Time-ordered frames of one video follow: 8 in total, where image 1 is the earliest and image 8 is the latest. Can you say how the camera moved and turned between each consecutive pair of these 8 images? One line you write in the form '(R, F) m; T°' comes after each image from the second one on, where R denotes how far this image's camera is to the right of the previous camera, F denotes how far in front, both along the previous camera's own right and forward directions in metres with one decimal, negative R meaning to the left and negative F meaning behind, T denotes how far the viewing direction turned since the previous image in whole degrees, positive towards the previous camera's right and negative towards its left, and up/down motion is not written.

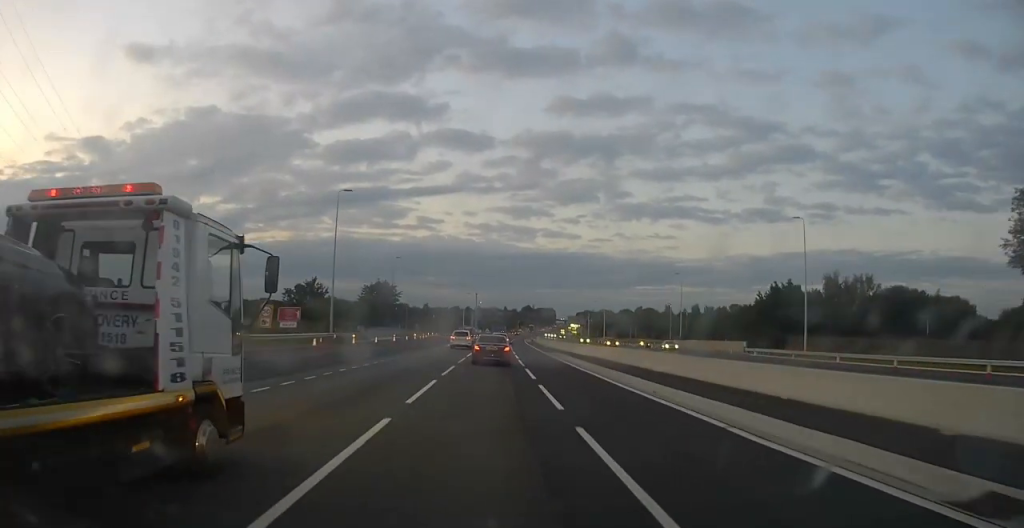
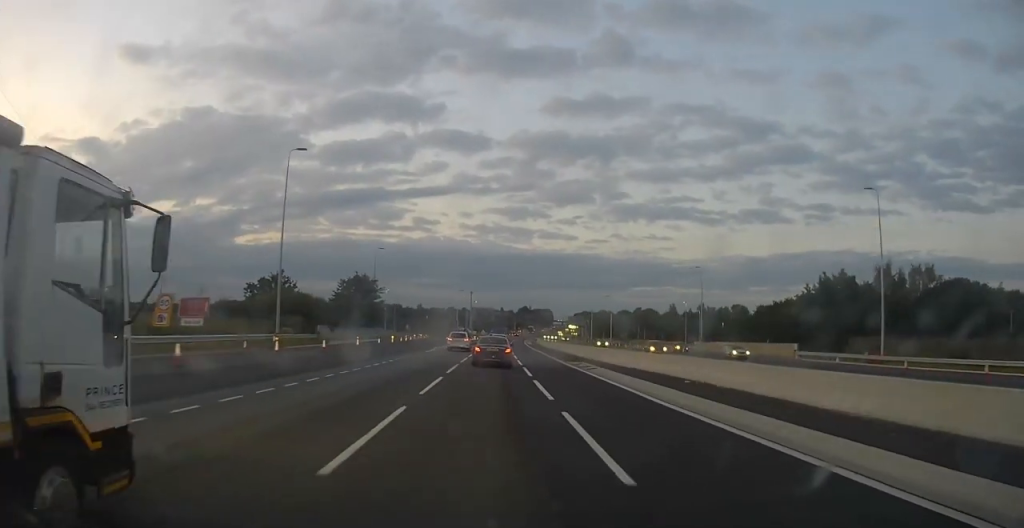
(0.0, +15.9) m; 0°
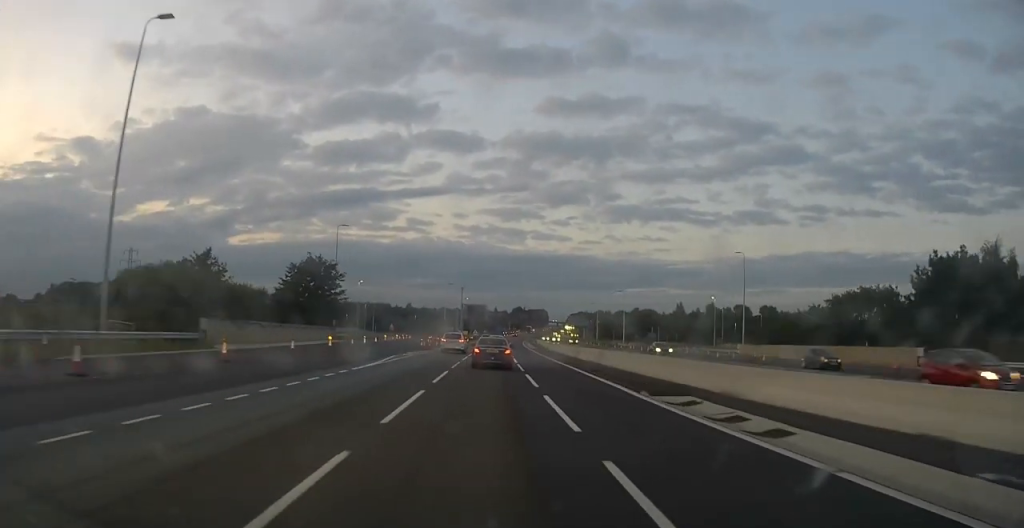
(+0.1, +23.5) m; 0°
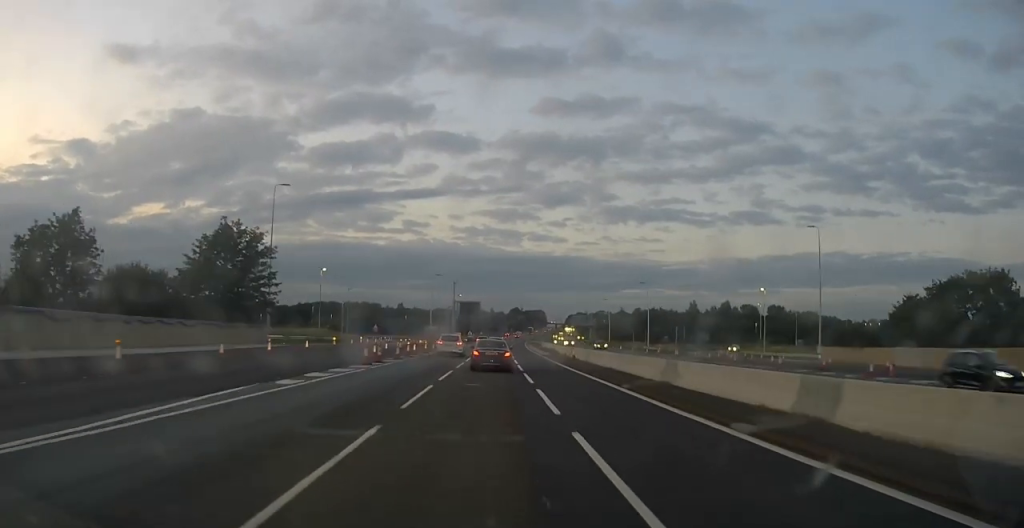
(+0.1, +25.1) m; 0°
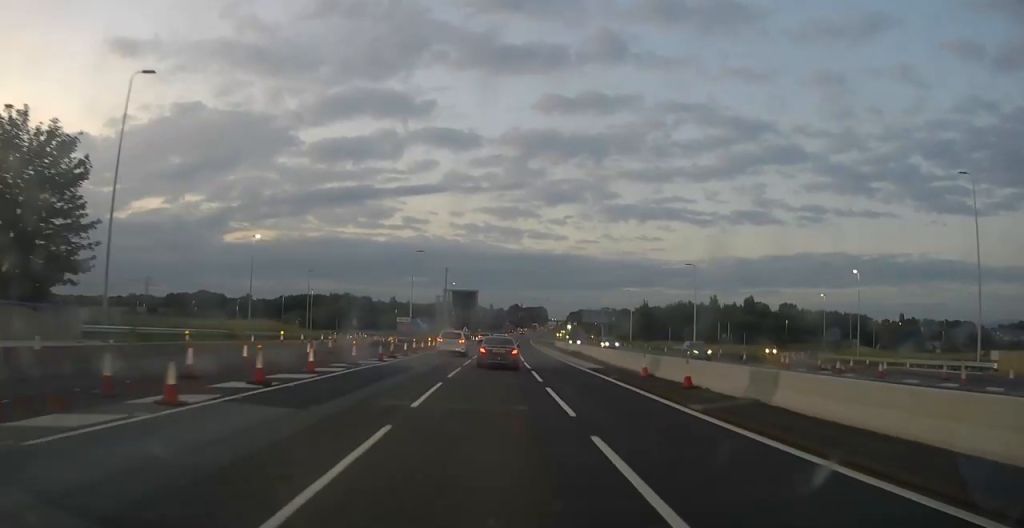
(+0.1, +27.9) m; +1°
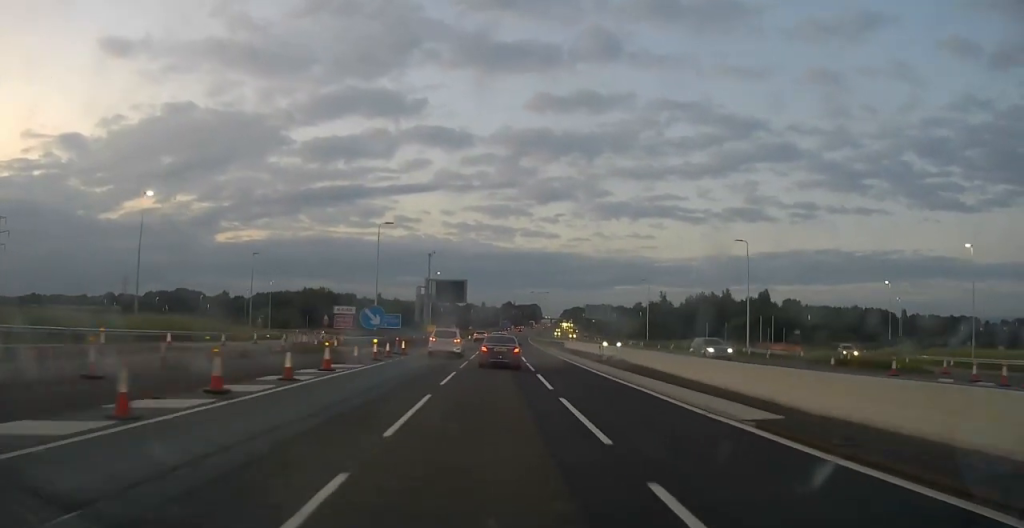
(+0.1, +21.8) m; +1°
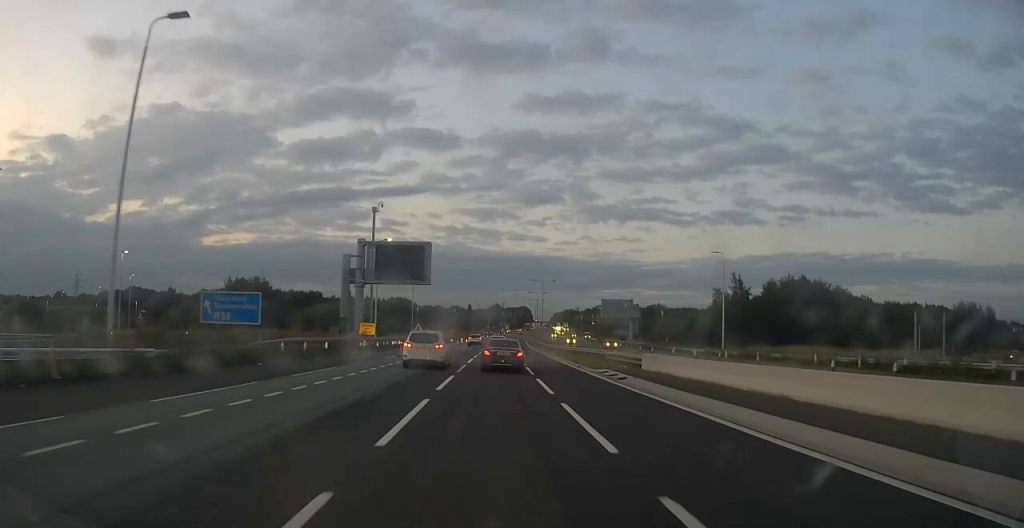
(+0.5, +46.5) m; +1°
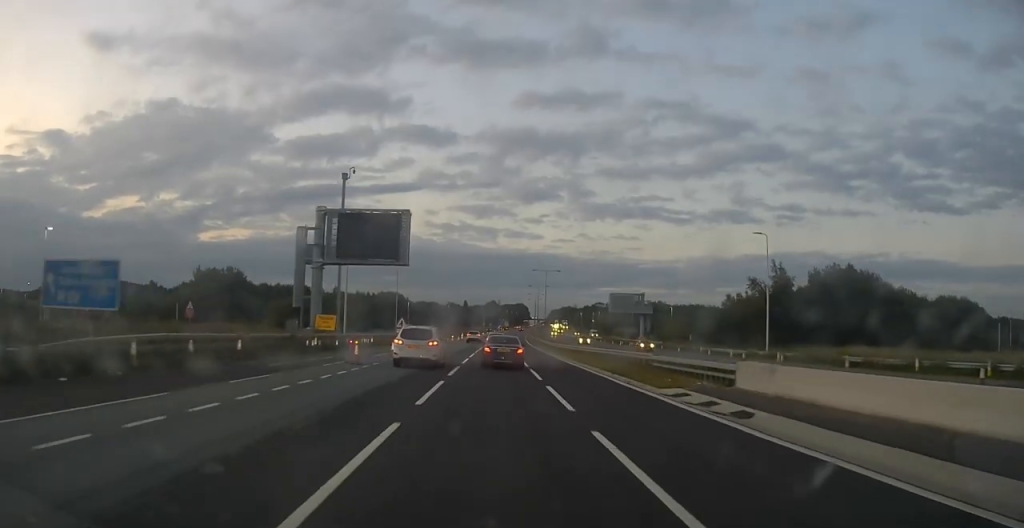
(0.0, +14.2) m; 0°
